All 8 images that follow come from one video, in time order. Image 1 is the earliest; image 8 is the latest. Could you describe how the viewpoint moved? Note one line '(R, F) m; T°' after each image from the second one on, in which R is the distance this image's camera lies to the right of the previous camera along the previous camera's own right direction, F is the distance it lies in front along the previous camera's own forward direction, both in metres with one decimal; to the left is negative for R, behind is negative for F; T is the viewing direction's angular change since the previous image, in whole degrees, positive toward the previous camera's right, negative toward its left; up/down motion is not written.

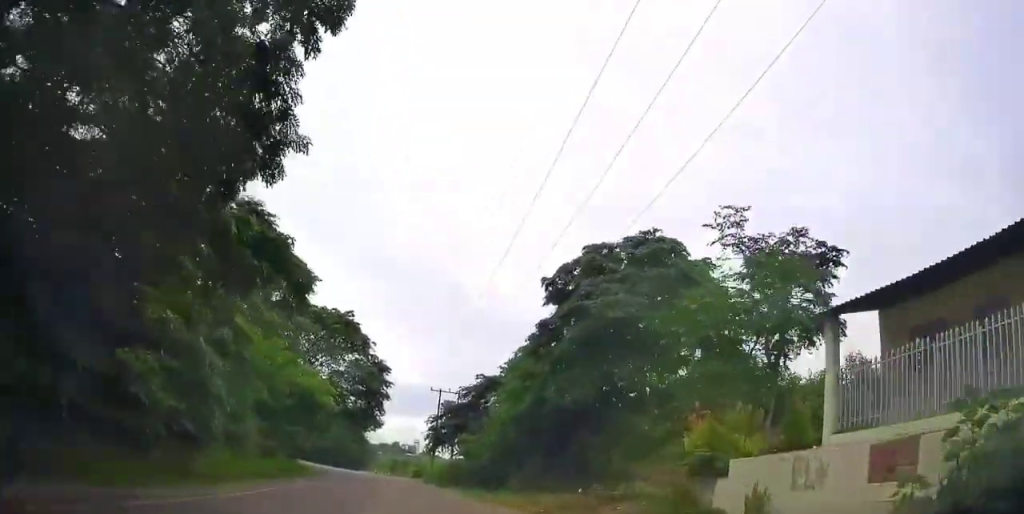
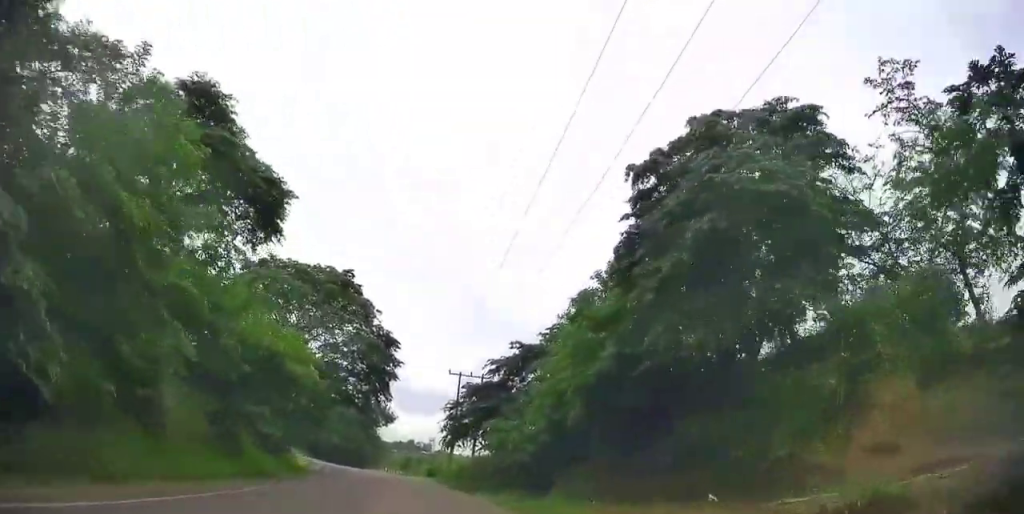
(+0.2, +9.5) m; +3°
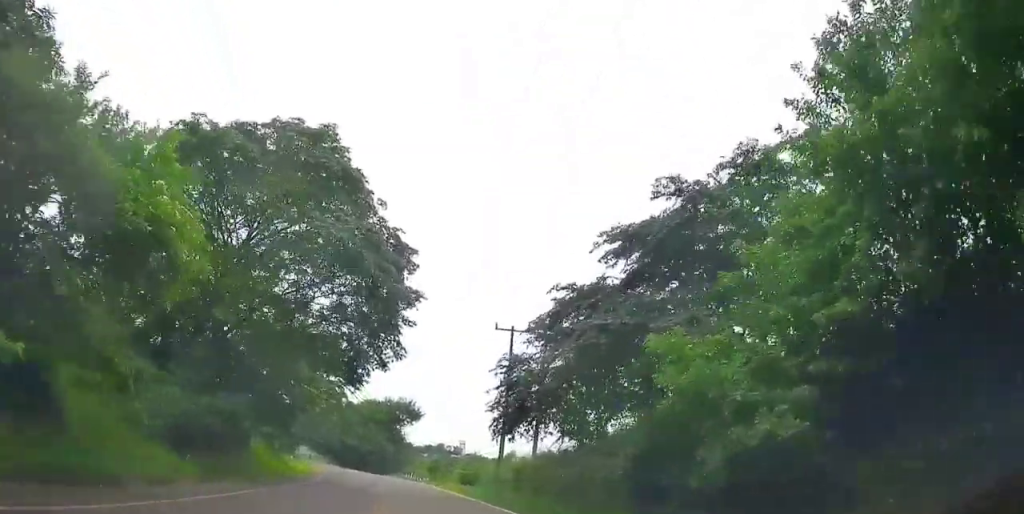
(+0.9, +17.5) m; -6°
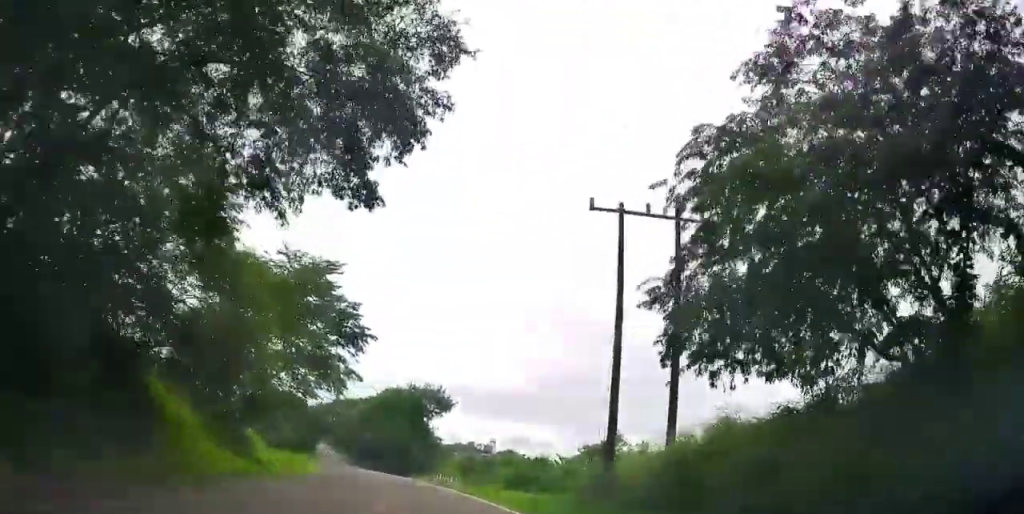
(-2.5, +16.3) m; -16°
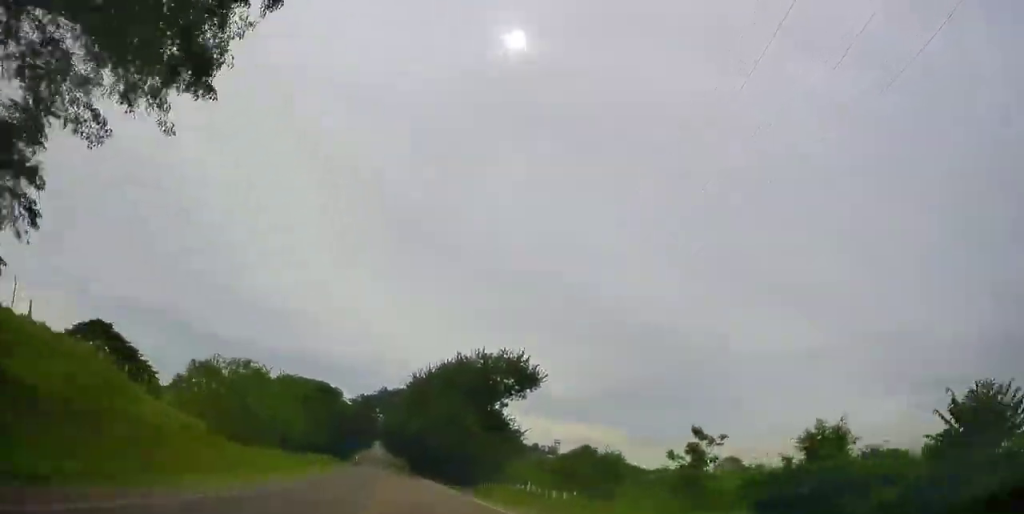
(-1.9, +29.8) m; +1°
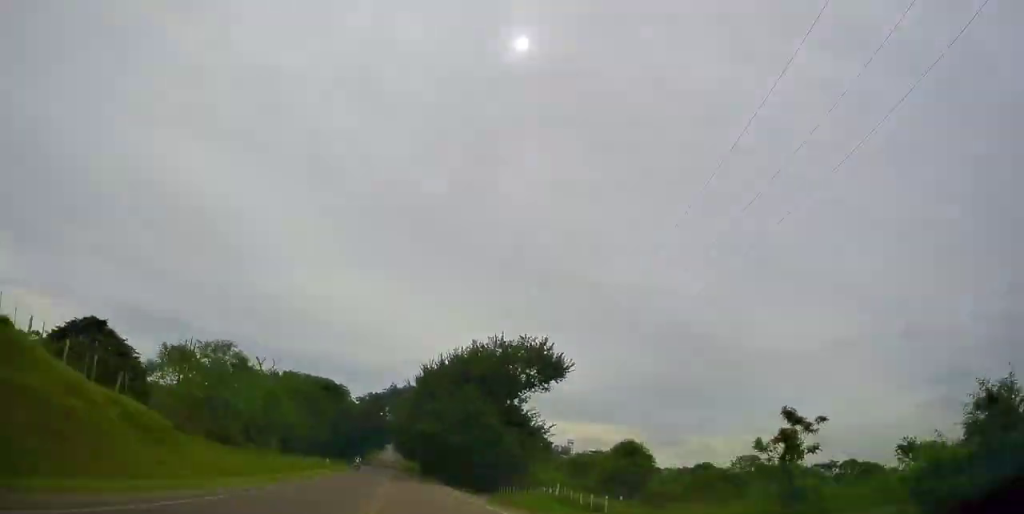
(+0.2, +6.7) m; -1°
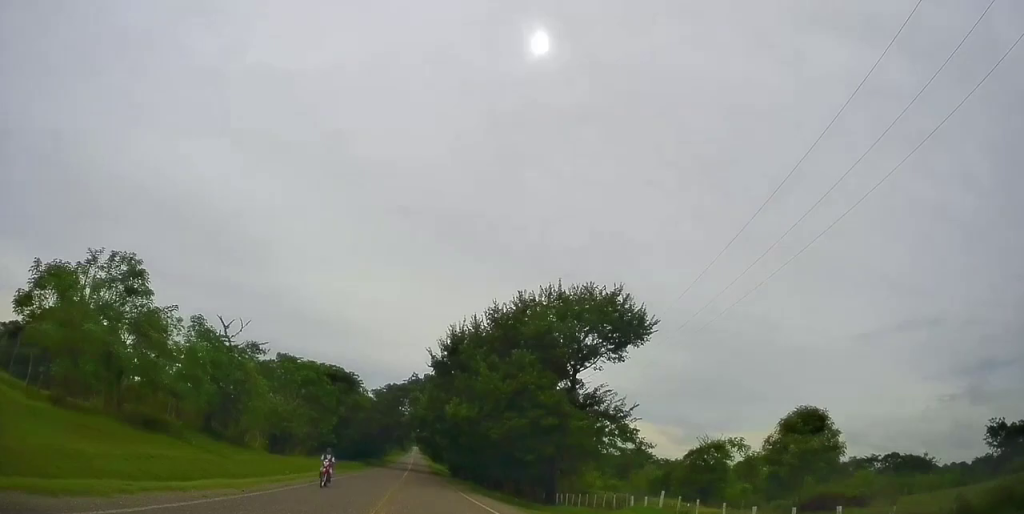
(-0.4, +15.5) m; -4°
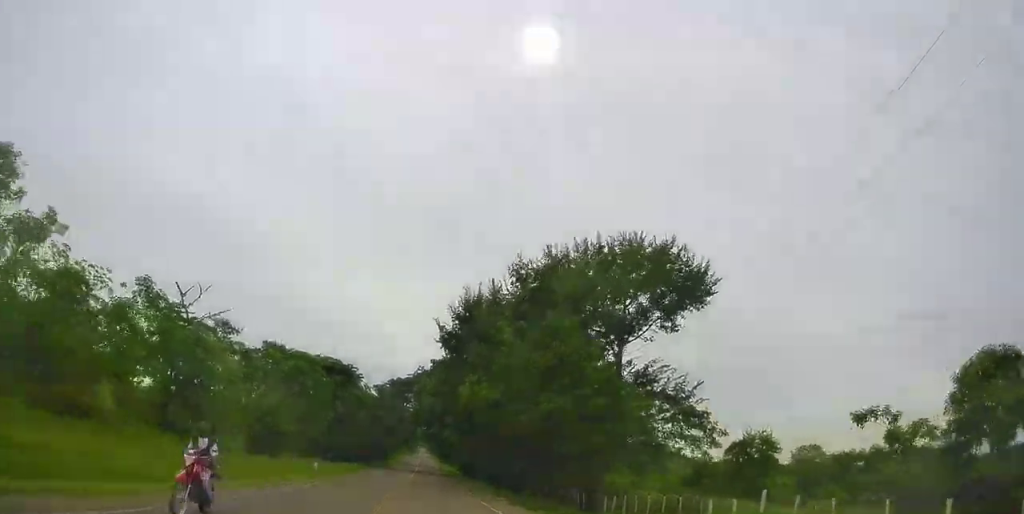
(-0.1, +8.1) m; -2°
